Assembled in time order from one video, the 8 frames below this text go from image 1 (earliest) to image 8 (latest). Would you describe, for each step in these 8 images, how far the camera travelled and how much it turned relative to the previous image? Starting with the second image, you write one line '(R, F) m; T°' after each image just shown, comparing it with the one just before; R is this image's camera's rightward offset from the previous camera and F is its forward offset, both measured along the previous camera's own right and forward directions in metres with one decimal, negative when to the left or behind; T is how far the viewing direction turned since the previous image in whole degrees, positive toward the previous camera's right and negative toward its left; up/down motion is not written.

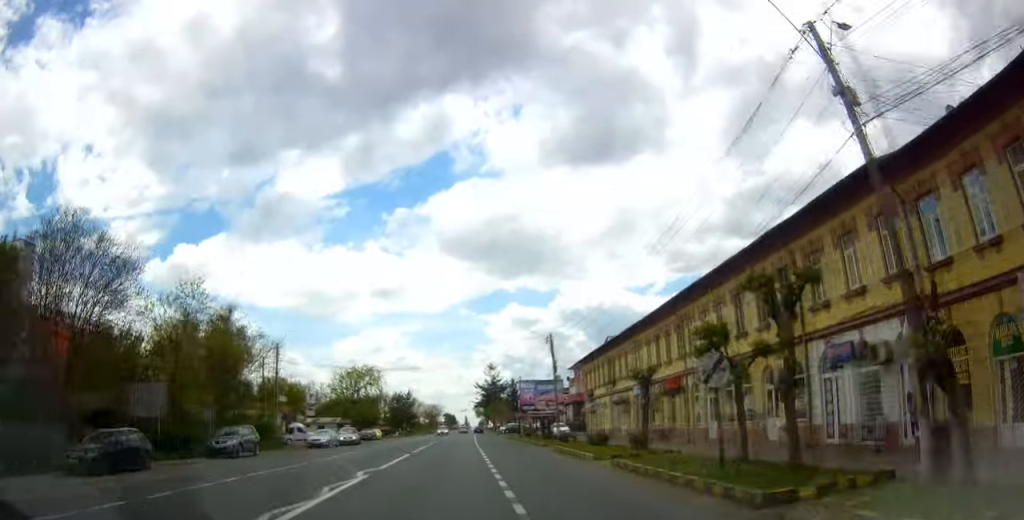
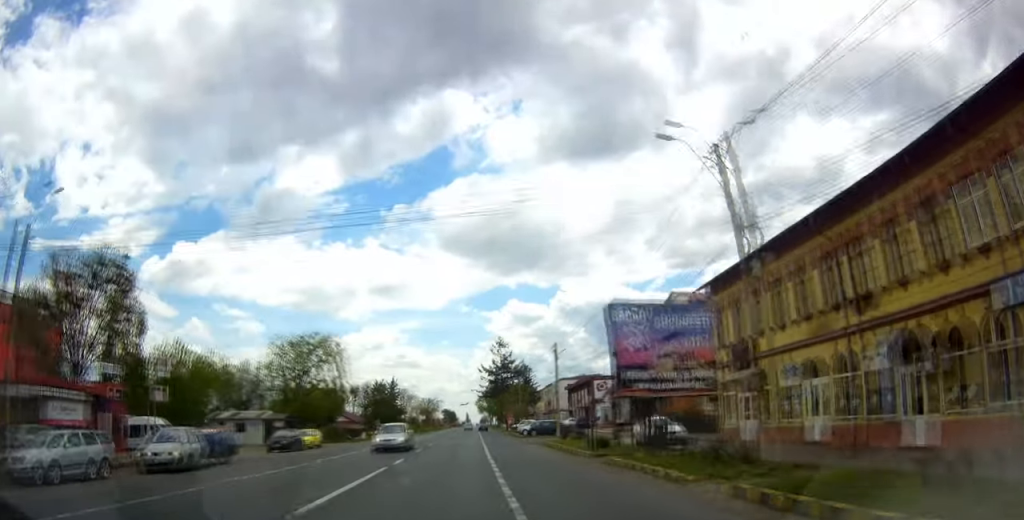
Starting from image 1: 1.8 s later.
(+0.2, +32.9) m; 0°
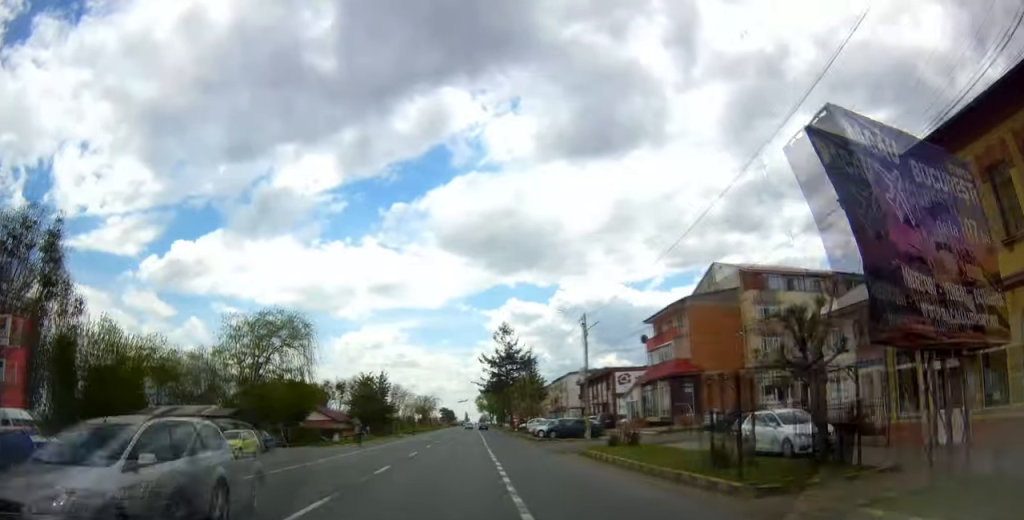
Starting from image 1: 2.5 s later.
(-0.2, +13.1) m; 0°
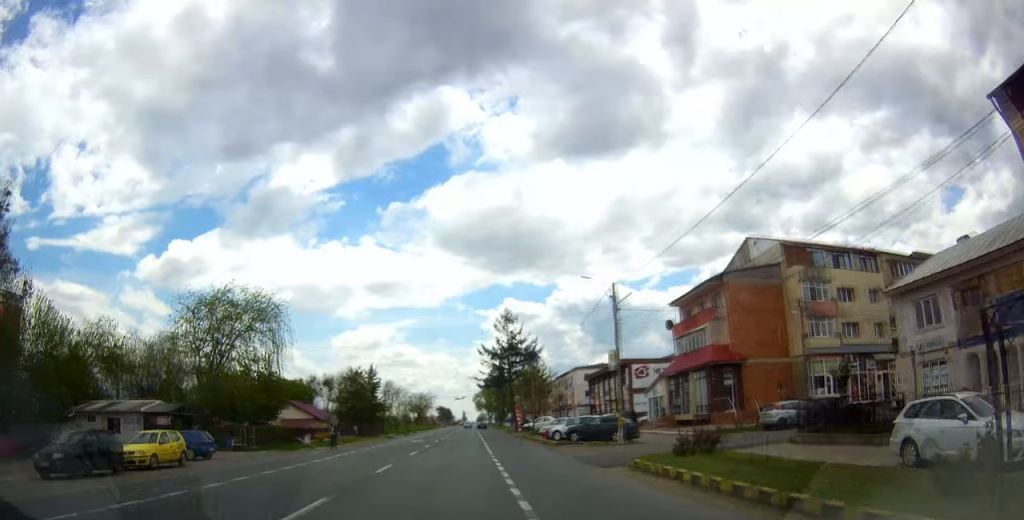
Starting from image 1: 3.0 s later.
(+0.2, +8.8) m; +1°
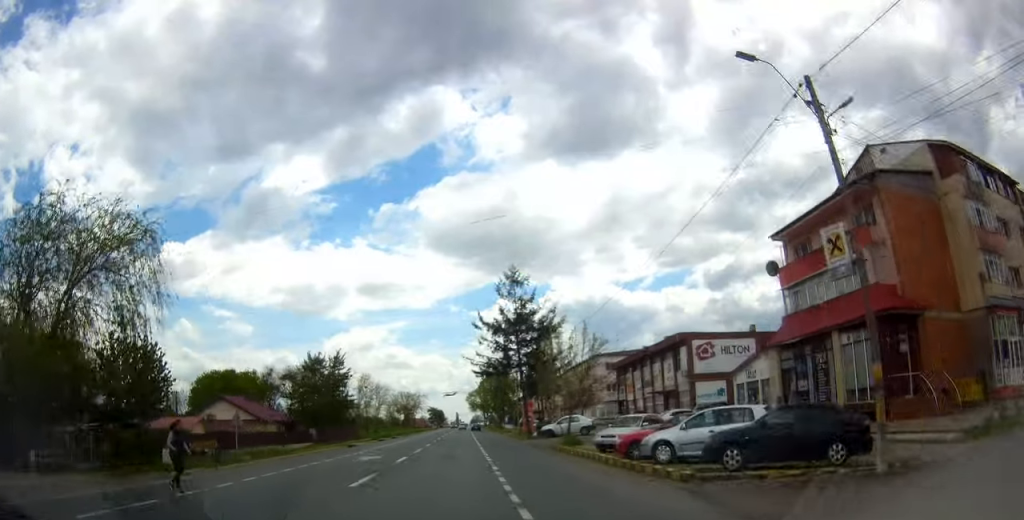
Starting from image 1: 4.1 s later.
(+0.1, +20.3) m; +1°
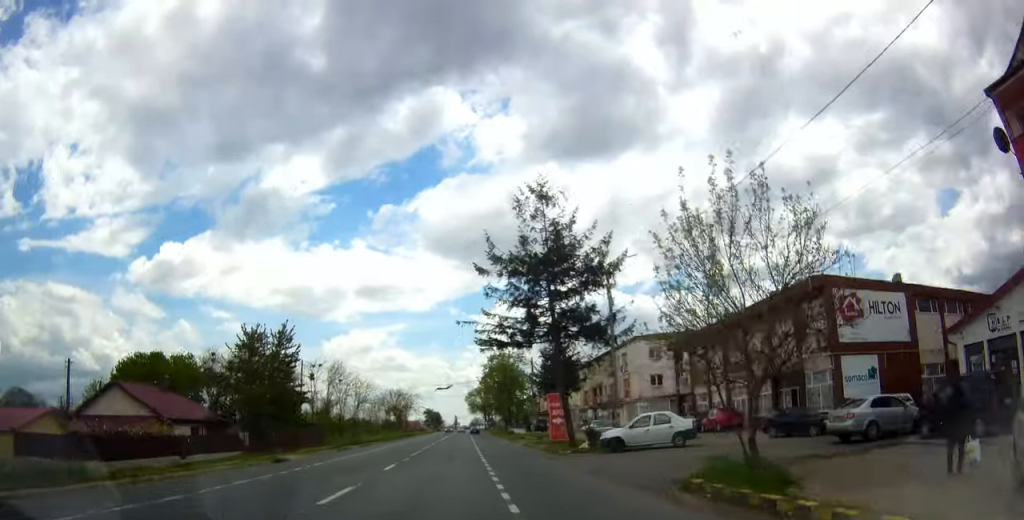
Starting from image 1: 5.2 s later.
(+0.4, +20.4) m; 0°
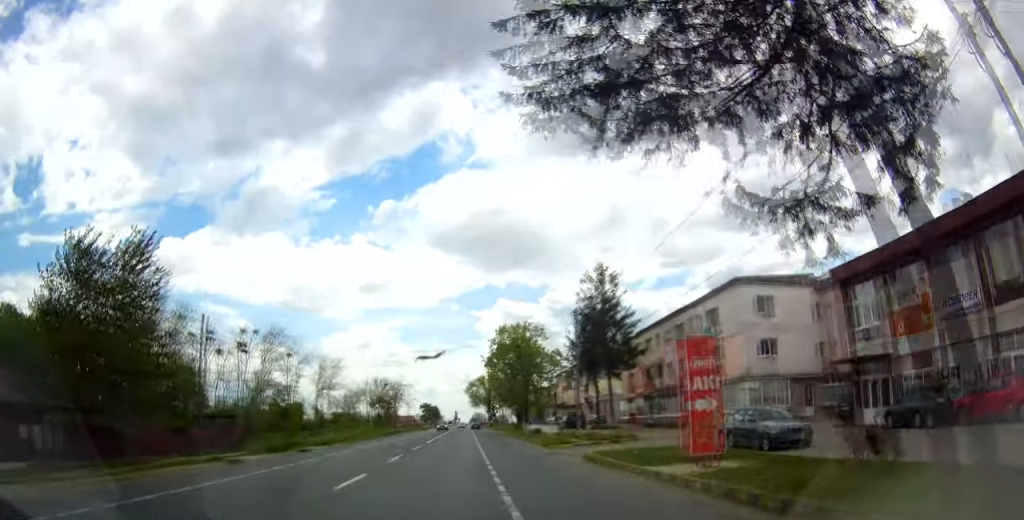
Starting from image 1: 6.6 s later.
(-0.5, +24.7) m; 0°
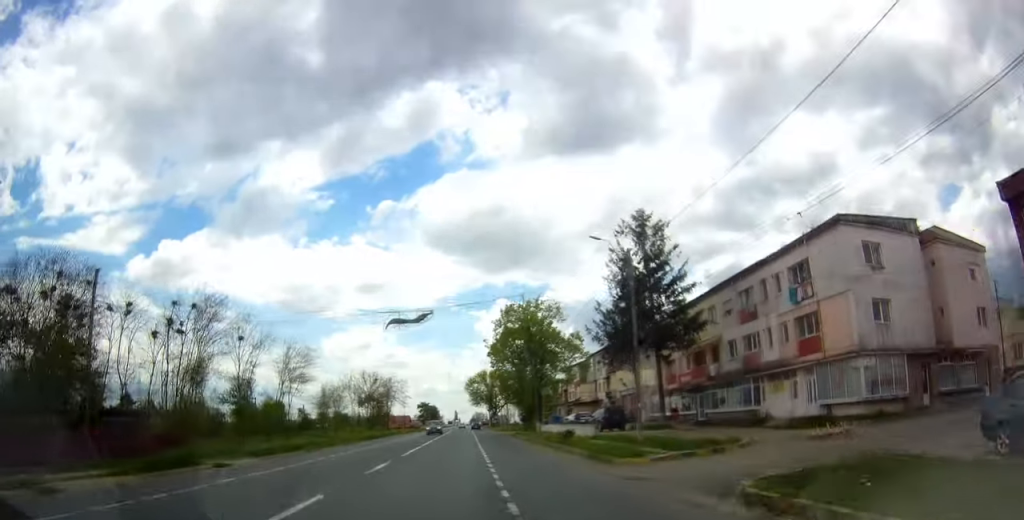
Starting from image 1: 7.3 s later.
(+0.2, +13.0) m; +1°
